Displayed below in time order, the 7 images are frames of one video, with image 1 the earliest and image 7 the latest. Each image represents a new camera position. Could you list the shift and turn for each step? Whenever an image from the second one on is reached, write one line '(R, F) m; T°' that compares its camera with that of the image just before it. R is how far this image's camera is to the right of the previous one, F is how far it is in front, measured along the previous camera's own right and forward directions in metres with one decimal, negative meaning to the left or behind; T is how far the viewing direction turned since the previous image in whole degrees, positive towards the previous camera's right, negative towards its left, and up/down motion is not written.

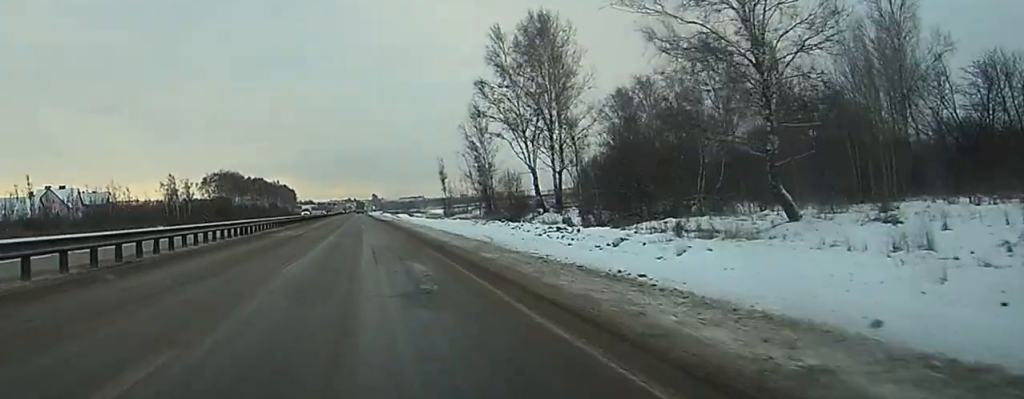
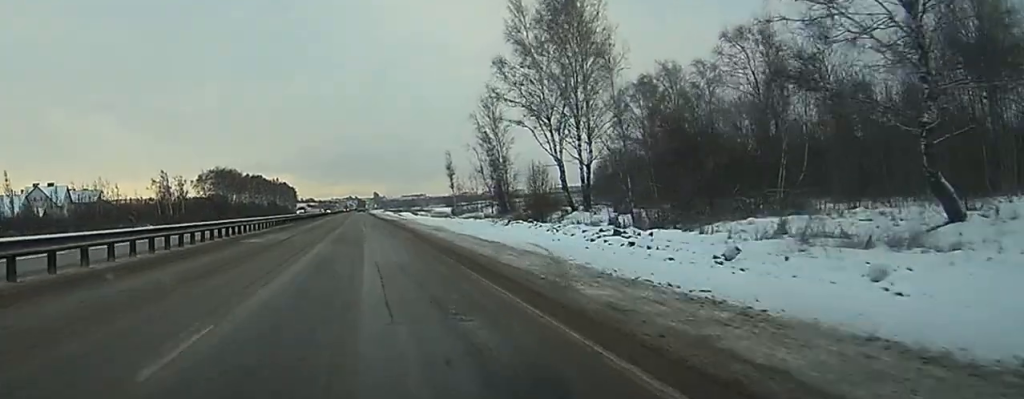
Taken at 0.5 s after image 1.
(0.0, +10.2) m; 0°
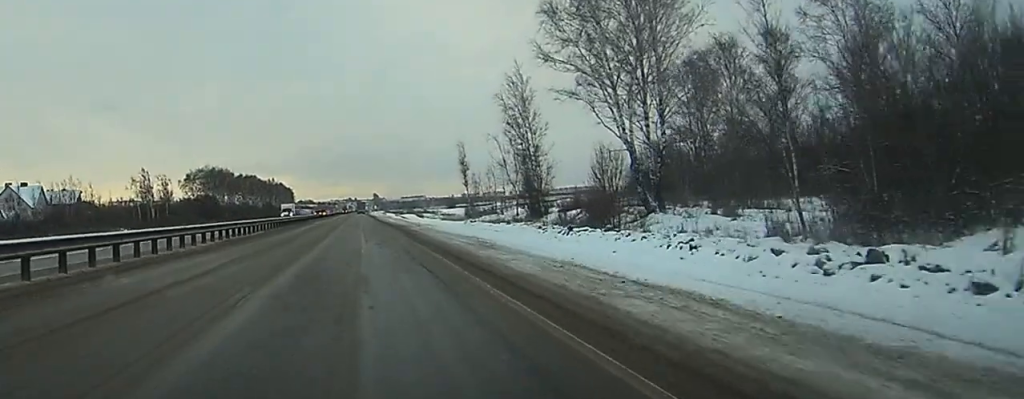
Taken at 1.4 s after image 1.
(0.0, +19.2) m; 0°
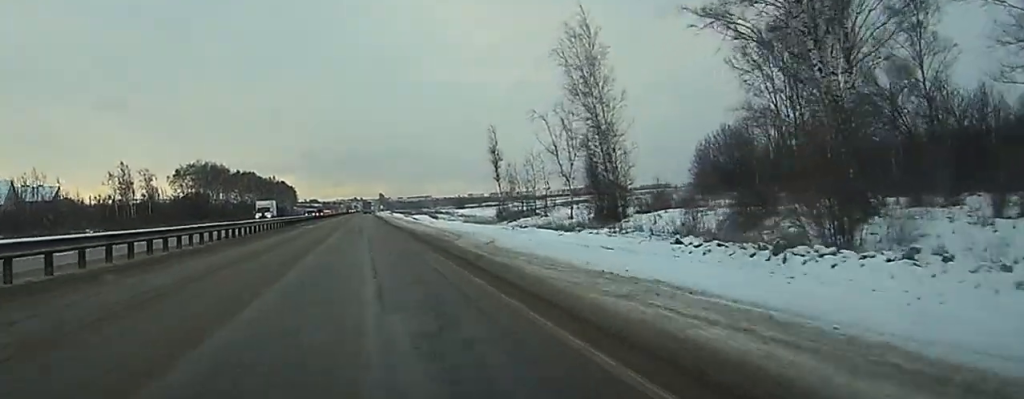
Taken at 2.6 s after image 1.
(-0.1, +23.5) m; 0°
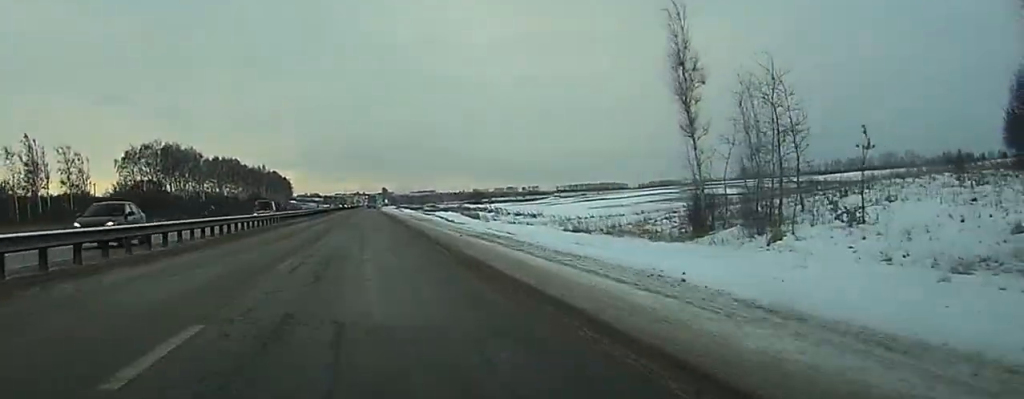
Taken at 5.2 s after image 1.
(-0.4, +54.8) m; -1°
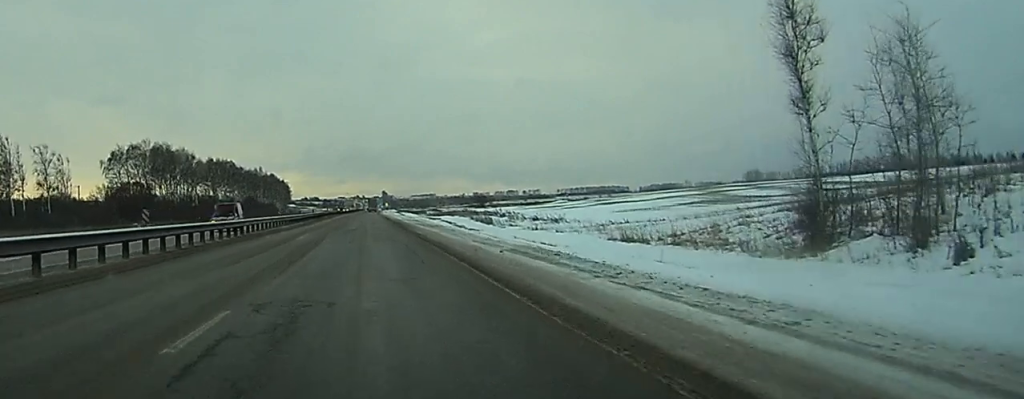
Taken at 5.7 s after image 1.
(0.0, +10.4) m; 0°
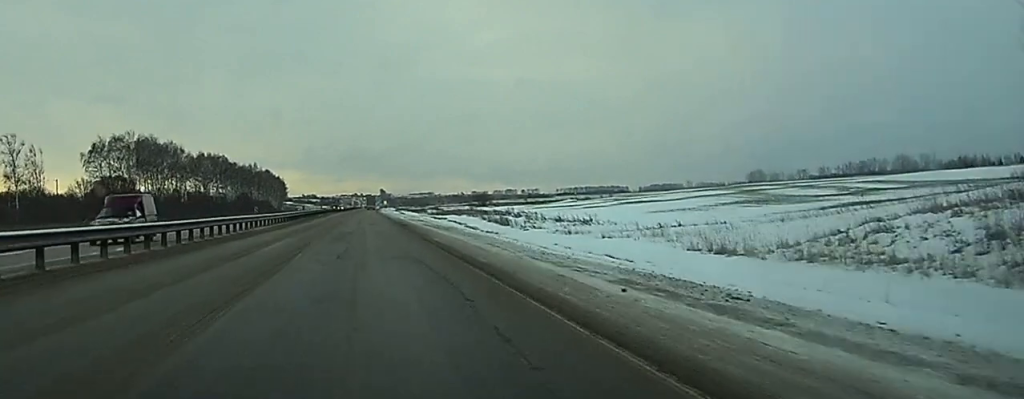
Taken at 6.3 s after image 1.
(0.0, +11.8) m; 0°
